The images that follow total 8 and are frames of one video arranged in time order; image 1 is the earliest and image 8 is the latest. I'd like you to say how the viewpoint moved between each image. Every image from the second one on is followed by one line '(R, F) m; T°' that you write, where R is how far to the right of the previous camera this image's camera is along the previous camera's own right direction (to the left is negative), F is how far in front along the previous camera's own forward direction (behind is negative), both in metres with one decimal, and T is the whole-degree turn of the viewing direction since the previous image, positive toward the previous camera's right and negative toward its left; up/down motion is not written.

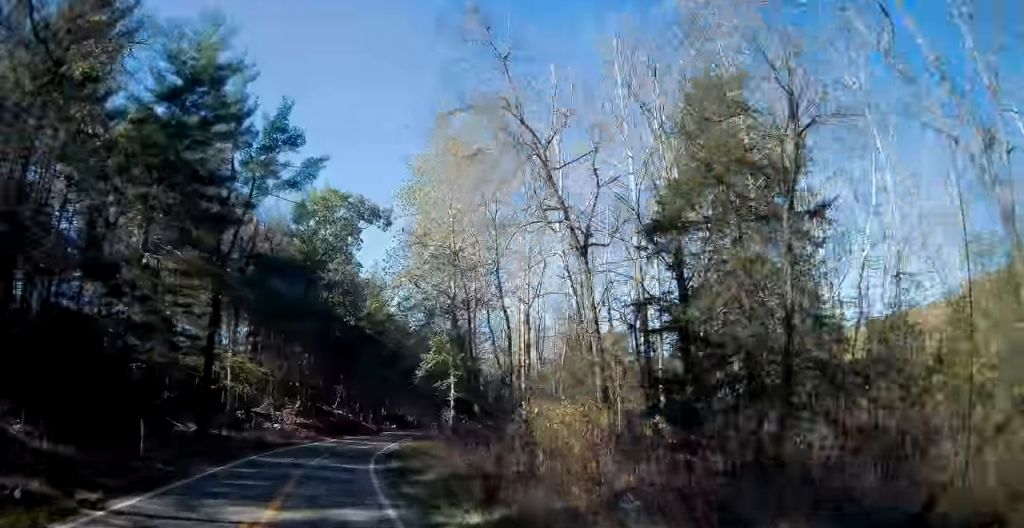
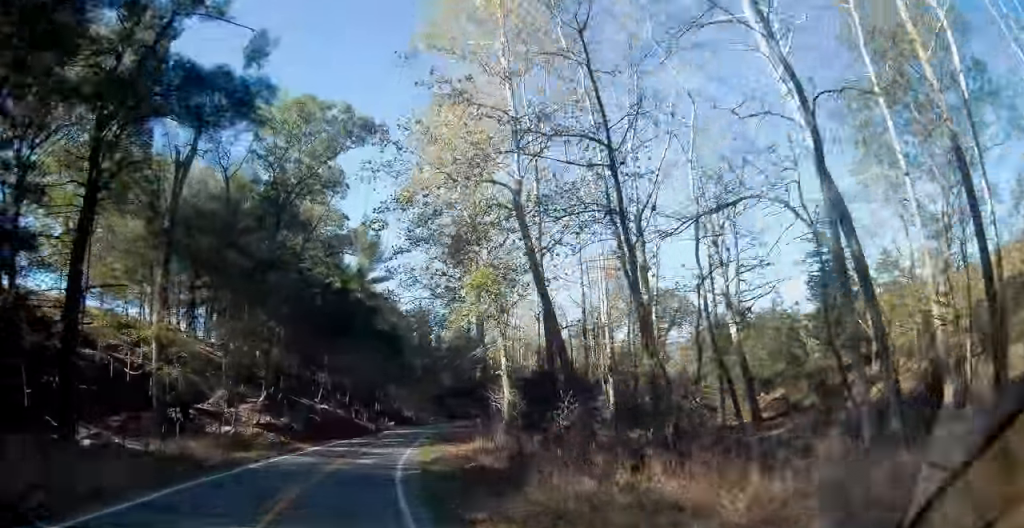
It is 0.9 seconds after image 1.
(+0.1, +19.9) m; +1°
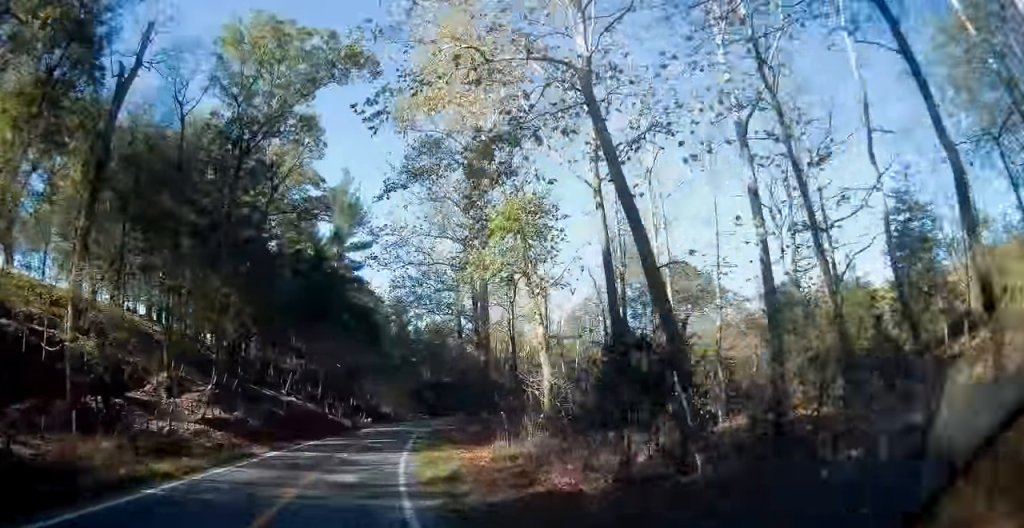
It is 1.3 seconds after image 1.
(-0.2, +9.9) m; +1°
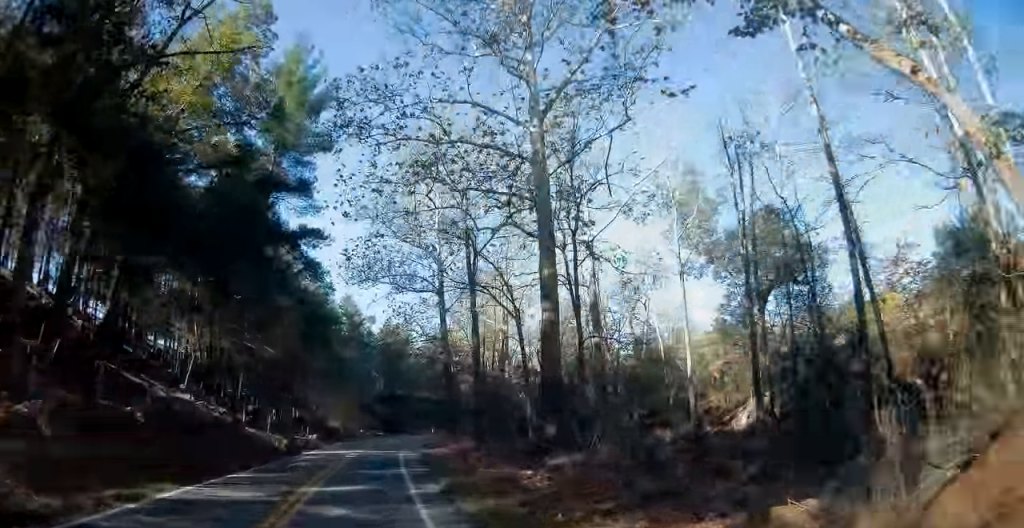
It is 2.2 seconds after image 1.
(+0.7, +19.9) m; +4°
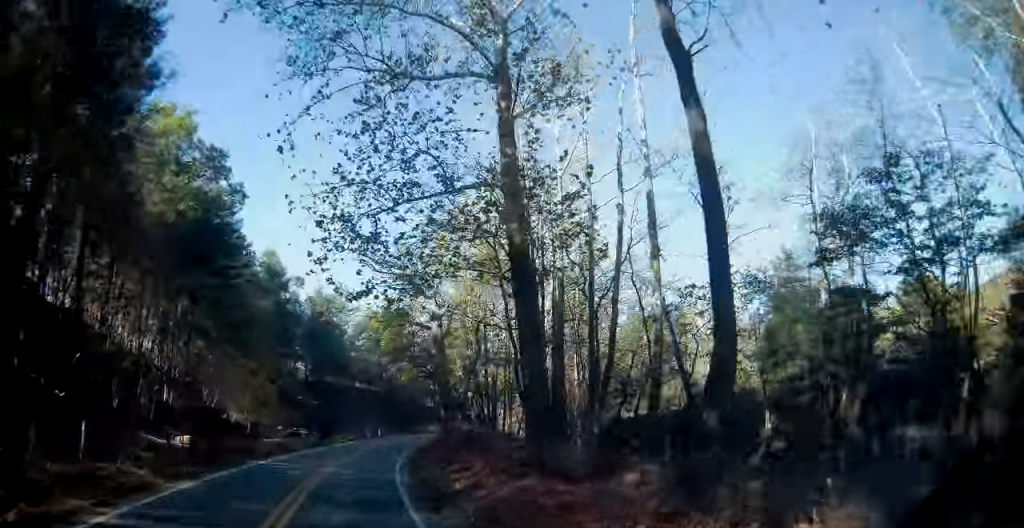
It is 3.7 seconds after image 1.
(+2.5, +32.6) m; +8°
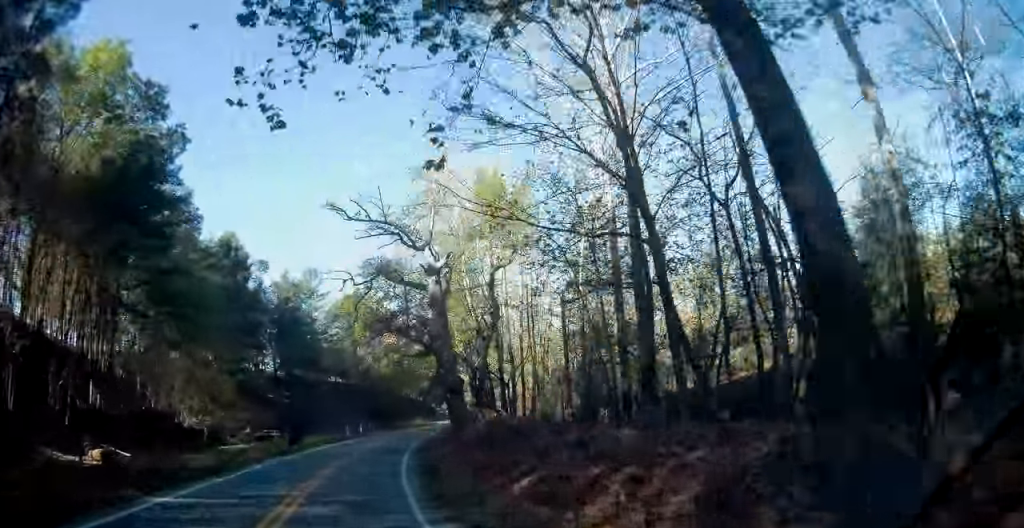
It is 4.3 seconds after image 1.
(+0.2, +11.1) m; +2°
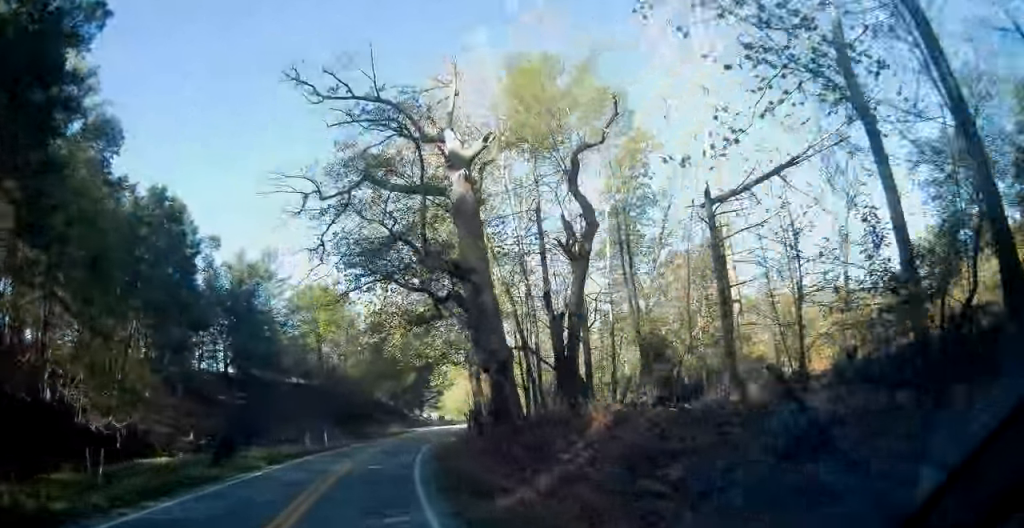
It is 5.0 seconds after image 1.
(+0.3, +14.6) m; +3°
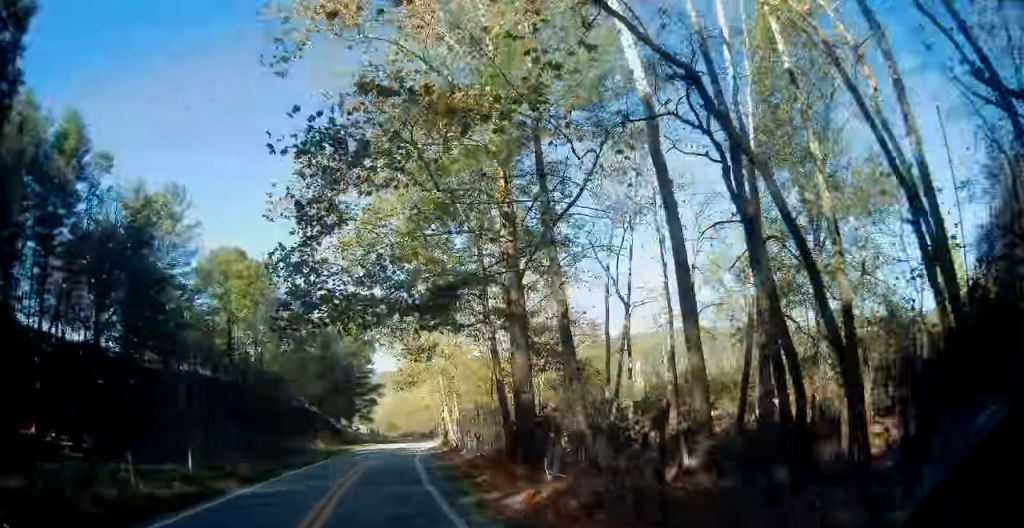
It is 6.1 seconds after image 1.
(+0.9, +24.1) m; +8°
